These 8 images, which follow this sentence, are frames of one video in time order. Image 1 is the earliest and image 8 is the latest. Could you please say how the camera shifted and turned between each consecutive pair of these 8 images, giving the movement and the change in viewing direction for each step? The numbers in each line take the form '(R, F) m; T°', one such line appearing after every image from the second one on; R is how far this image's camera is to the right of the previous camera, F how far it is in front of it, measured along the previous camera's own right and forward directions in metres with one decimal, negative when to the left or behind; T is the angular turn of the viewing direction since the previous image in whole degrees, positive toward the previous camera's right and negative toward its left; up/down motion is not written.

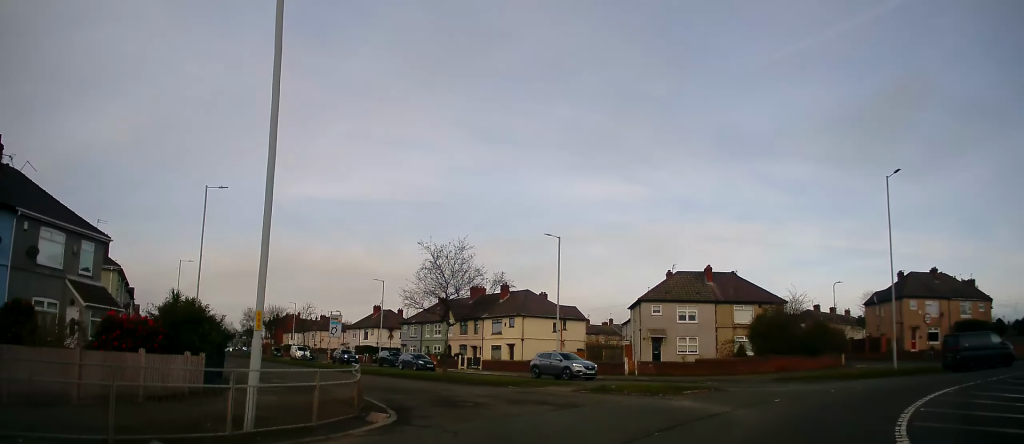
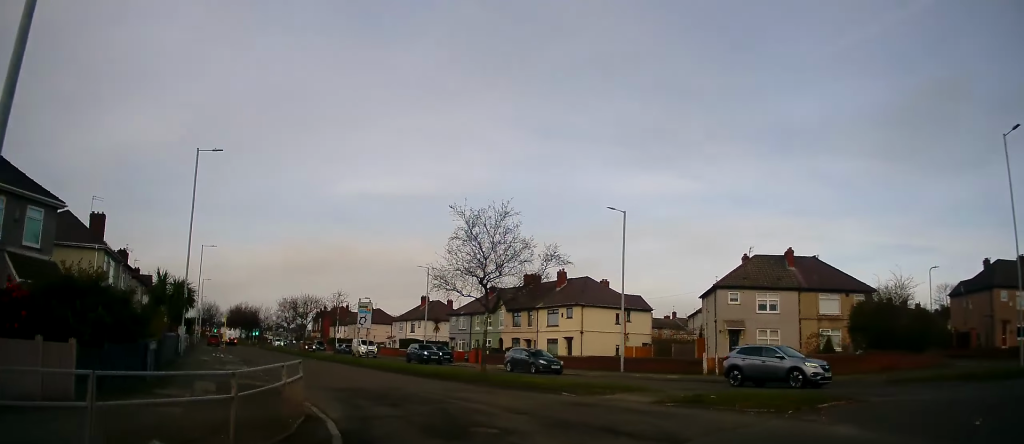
(+0.1, +6.5) m; -2°
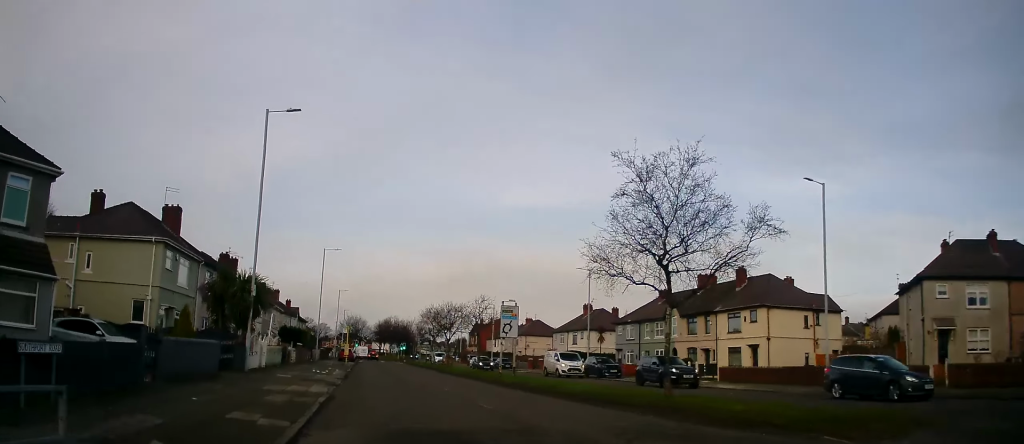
(-0.7, +7.6) m; -13°
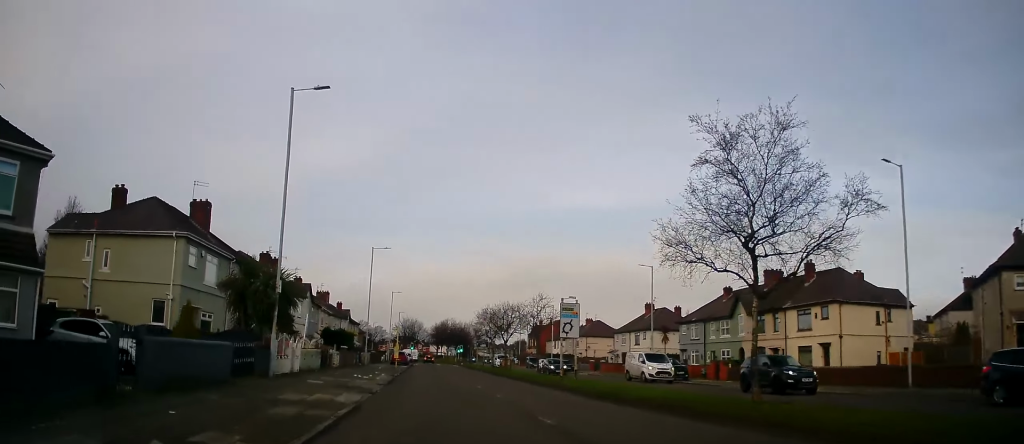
(-0.1, +2.6) m; -5°
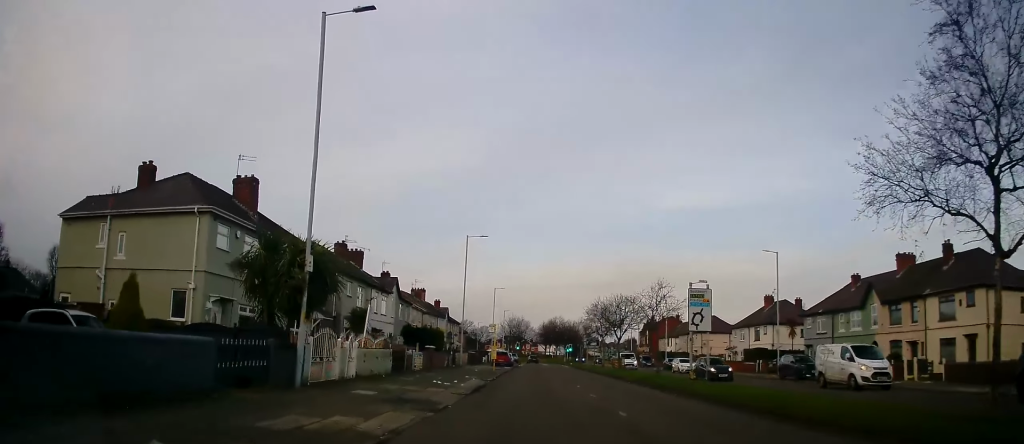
(-0.5, +5.7) m; -10°
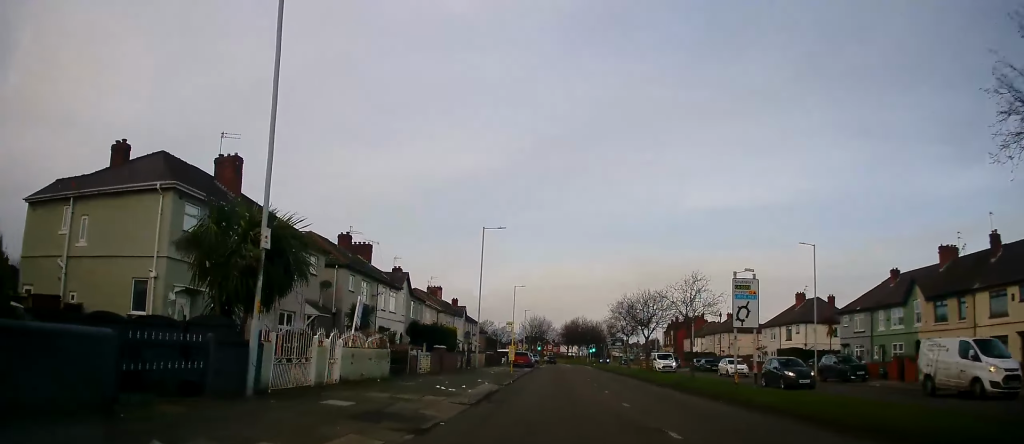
(-0.1, +3.3) m; -5°
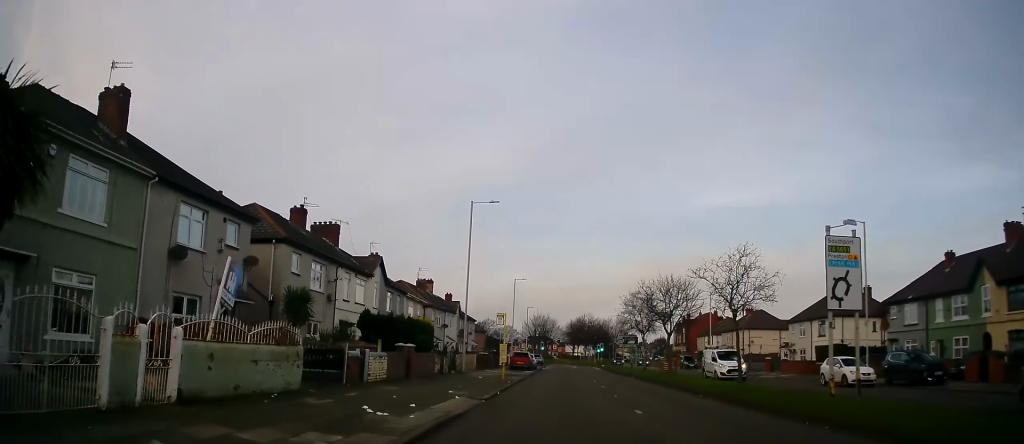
(-0.6, +7.4) m; -4°
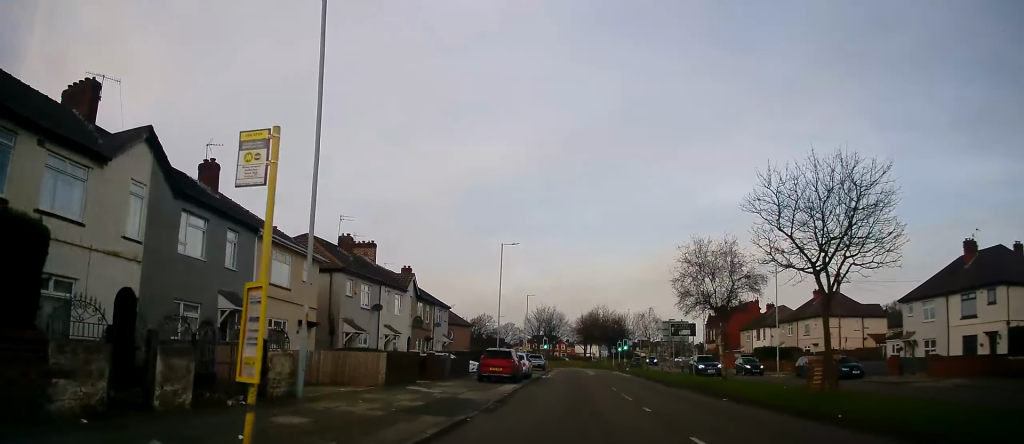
(+0.5, +22.2) m; +2°
